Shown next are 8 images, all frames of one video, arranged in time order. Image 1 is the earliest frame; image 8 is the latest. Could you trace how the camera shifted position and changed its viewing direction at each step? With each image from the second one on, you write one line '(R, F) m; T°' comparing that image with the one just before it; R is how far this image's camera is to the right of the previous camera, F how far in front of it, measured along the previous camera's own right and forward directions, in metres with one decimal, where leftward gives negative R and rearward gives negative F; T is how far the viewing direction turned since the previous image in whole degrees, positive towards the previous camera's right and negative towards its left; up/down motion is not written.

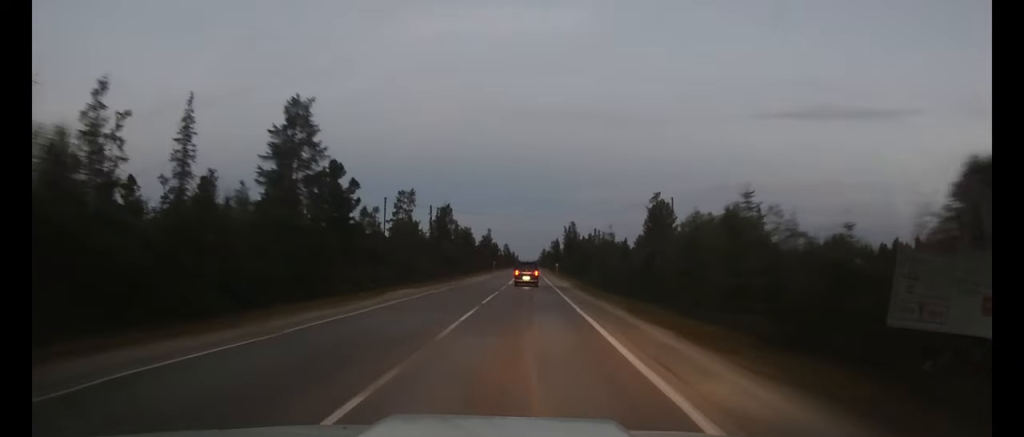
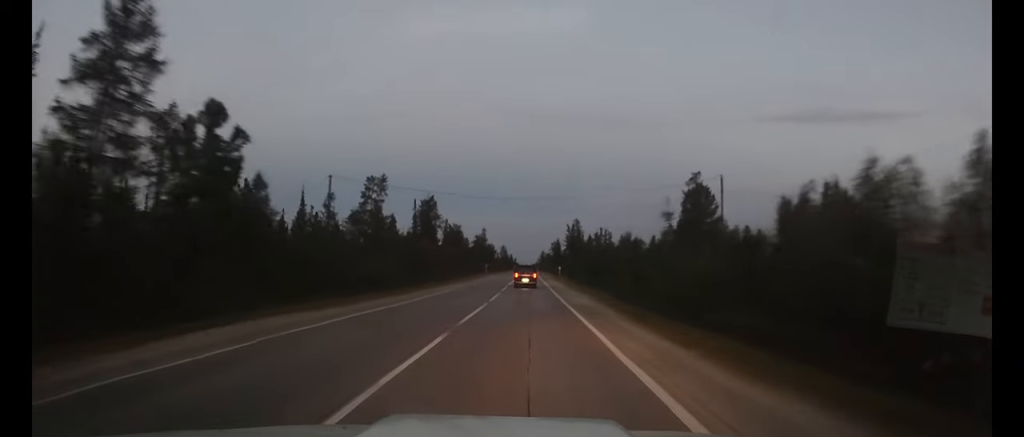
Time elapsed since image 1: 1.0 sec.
(-0.1, +19.7) m; 0°
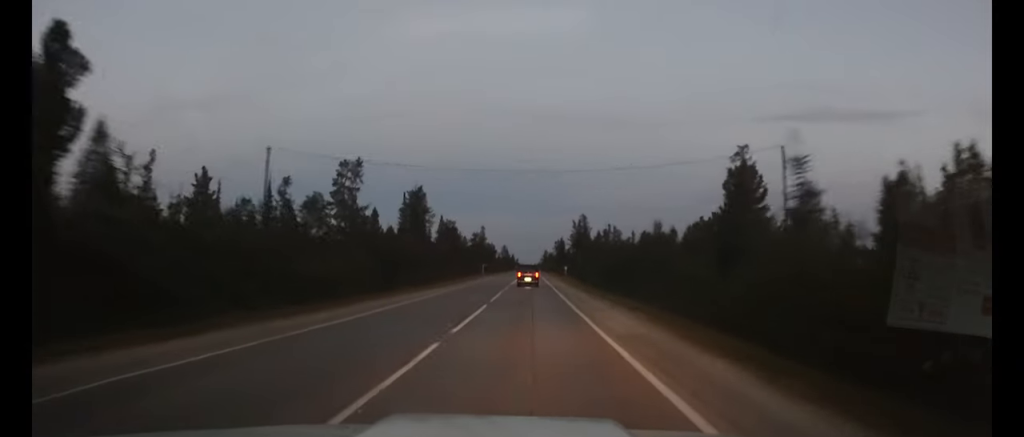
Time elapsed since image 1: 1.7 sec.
(0.0, +13.3) m; 0°
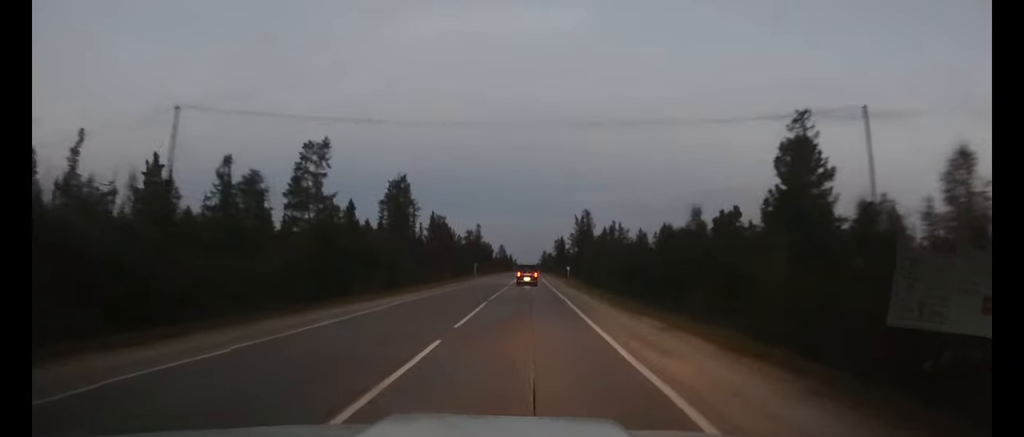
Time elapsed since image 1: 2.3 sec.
(0.0, +11.4) m; 0°
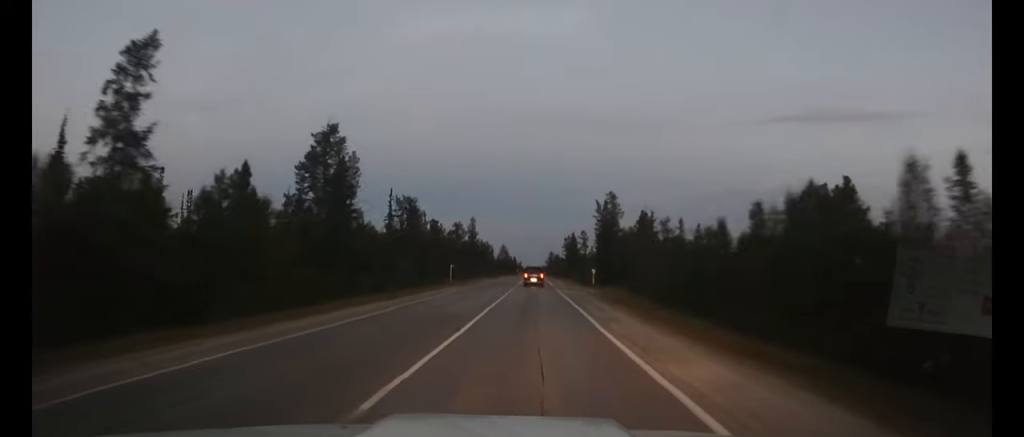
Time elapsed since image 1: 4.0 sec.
(0.0, +31.4) m; 0°
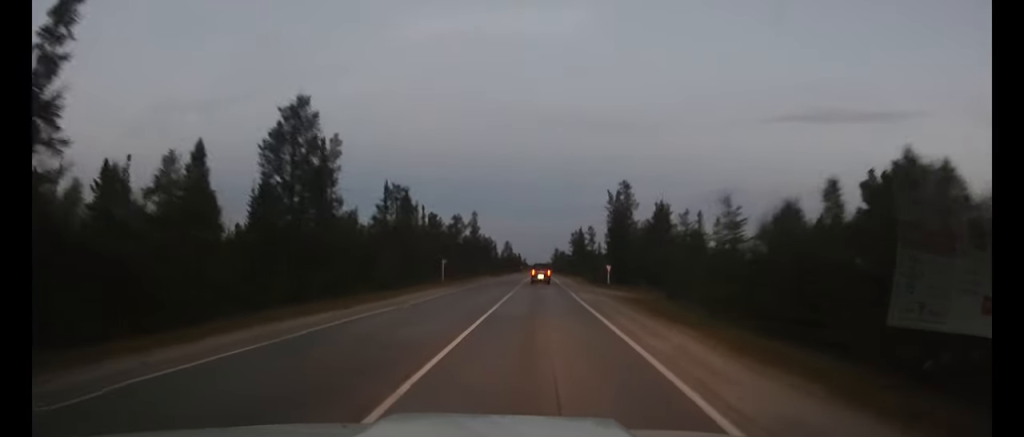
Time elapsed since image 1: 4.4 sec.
(0.0, +8.4) m; 0°
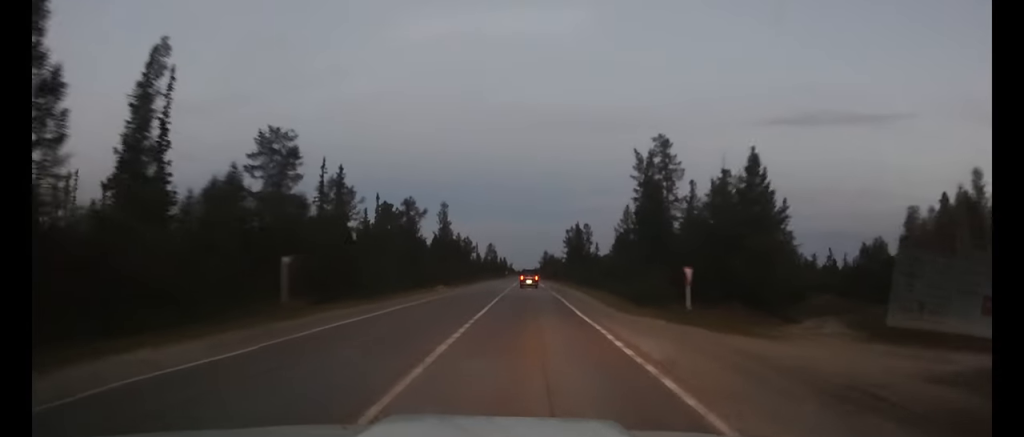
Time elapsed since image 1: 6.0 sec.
(0.0, +31.3) m; 0°
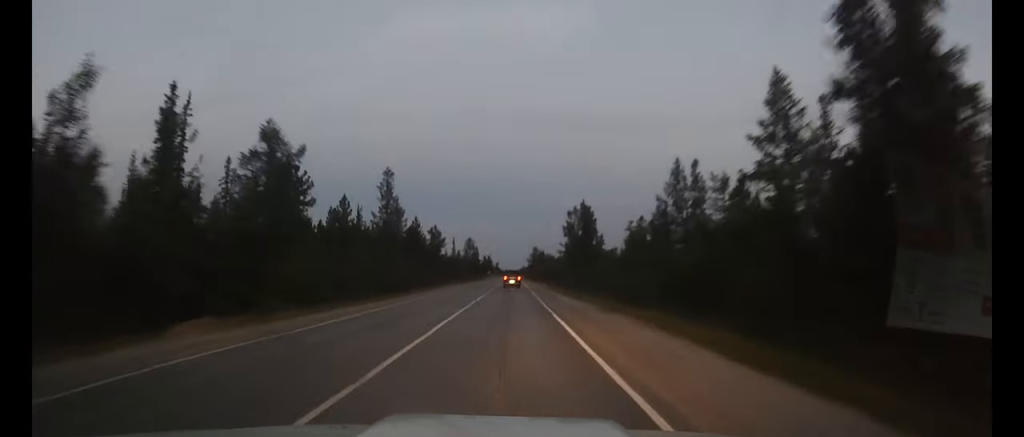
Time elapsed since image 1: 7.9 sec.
(+0.2, +37.7) m; +1°
